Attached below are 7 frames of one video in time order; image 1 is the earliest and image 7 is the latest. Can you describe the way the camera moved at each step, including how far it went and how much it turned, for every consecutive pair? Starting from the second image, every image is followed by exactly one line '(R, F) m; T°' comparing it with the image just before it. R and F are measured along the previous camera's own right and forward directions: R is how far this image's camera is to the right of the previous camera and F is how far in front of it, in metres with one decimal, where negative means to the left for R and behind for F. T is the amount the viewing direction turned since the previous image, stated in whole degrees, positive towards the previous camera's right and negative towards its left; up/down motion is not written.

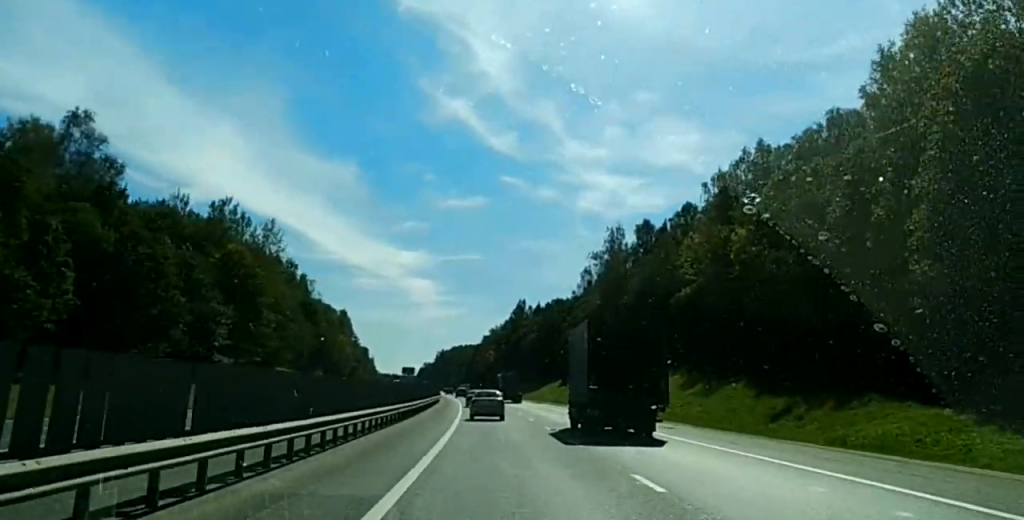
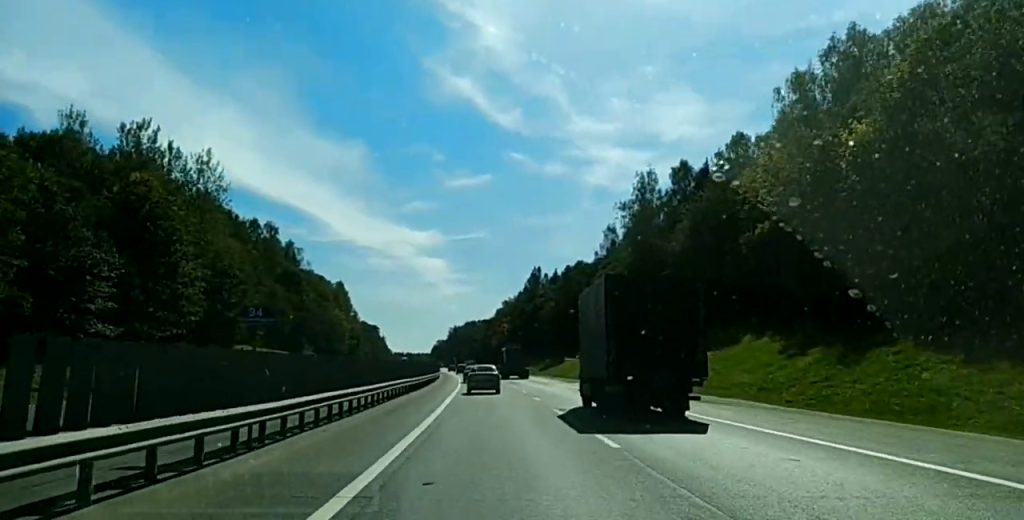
(-0.1, +31.9) m; 0°
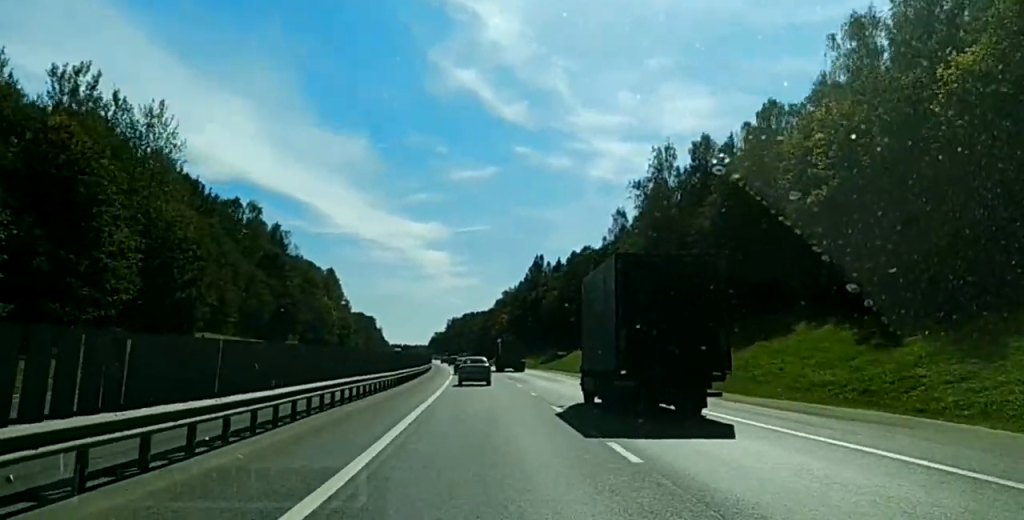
(+0.1, +14.9) m; 0°
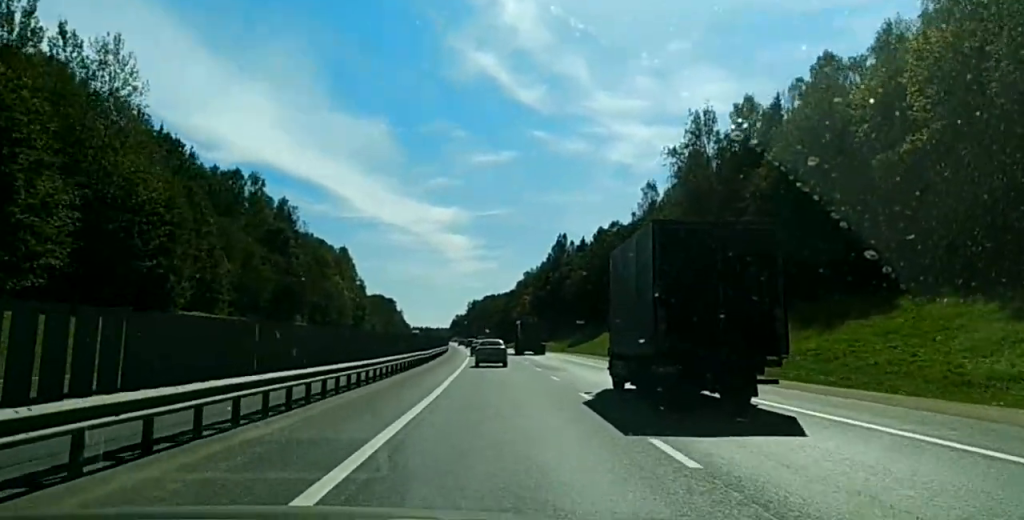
(-0.1, +15.0) m; -1°
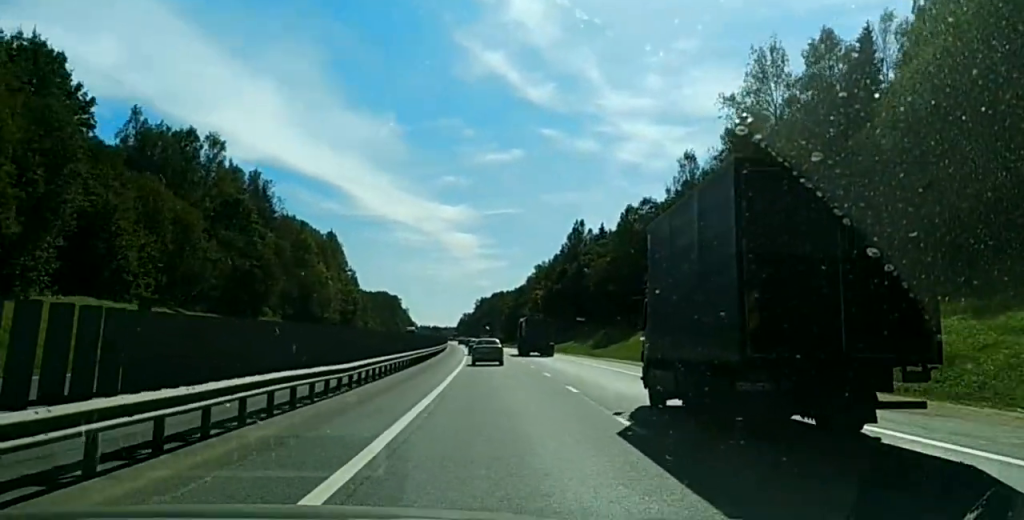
(-0.4, +30.3) m; -1°
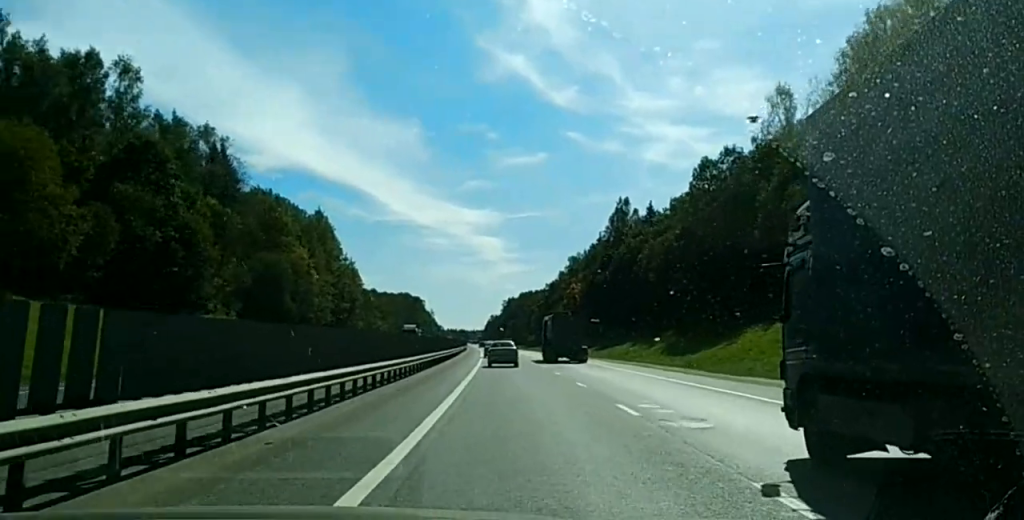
(-0.4, +43.1) m; -1°
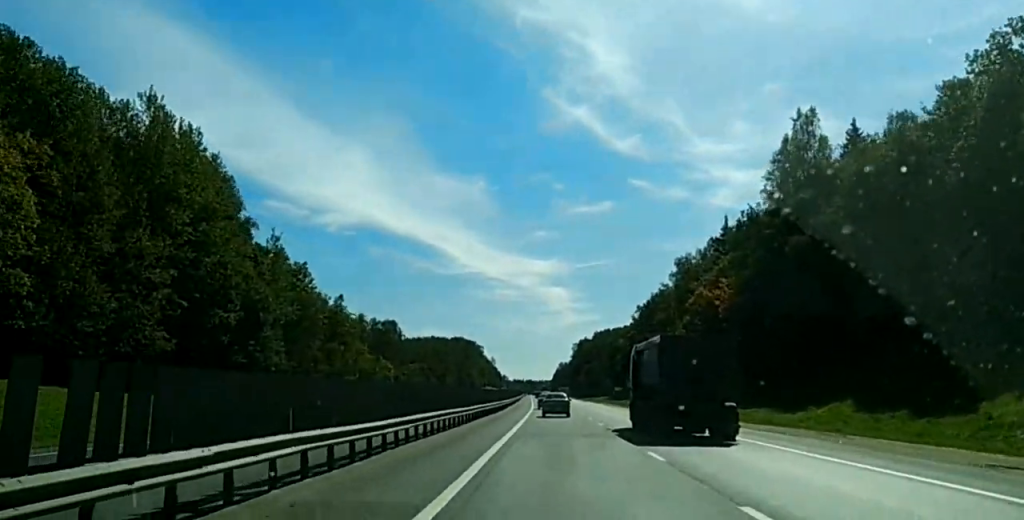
(-2.5, +101.1) m; -3°
